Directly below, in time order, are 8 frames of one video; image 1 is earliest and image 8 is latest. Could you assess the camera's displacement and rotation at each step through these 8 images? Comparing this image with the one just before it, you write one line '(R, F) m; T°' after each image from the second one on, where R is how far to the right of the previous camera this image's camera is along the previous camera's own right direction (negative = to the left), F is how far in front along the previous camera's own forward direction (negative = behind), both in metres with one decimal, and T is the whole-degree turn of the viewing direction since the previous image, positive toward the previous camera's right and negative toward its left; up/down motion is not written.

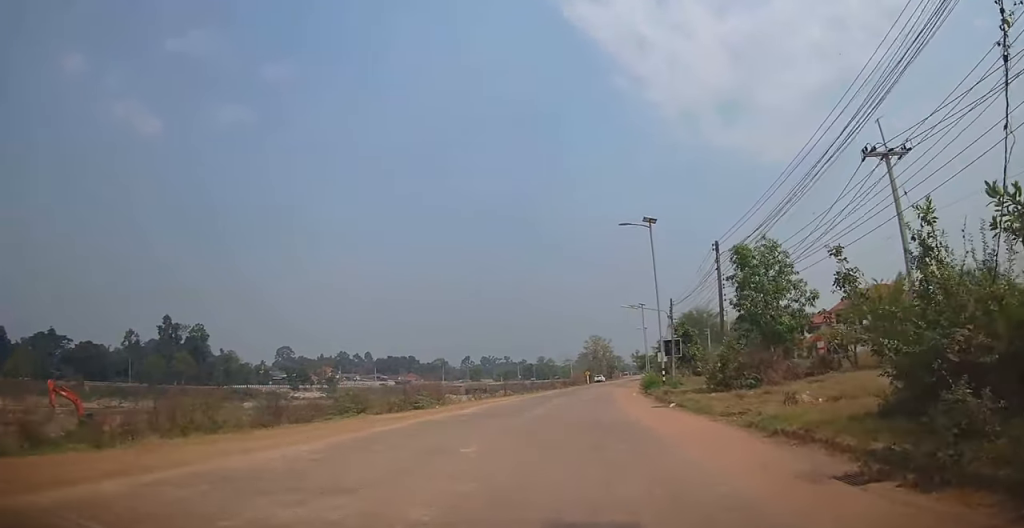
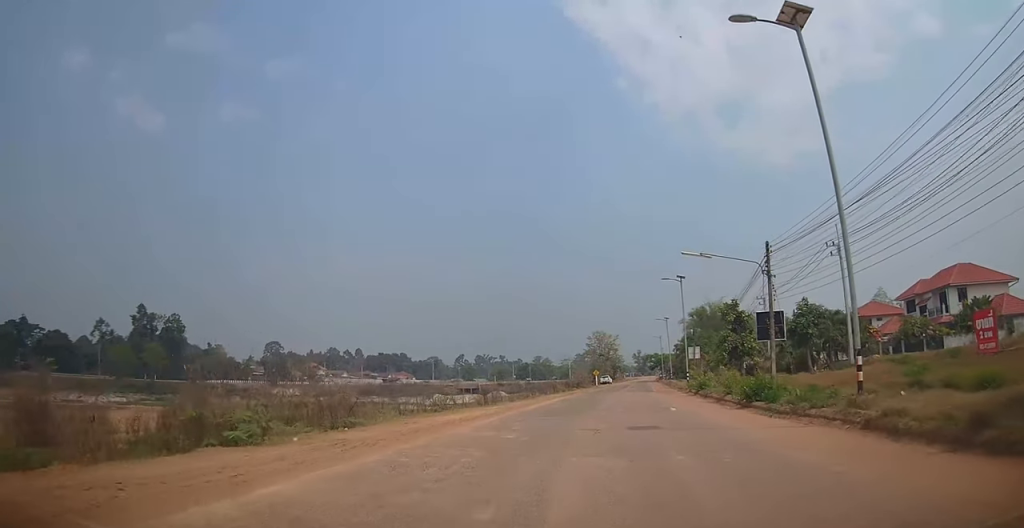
(-0.2, +18.4) m; +3°
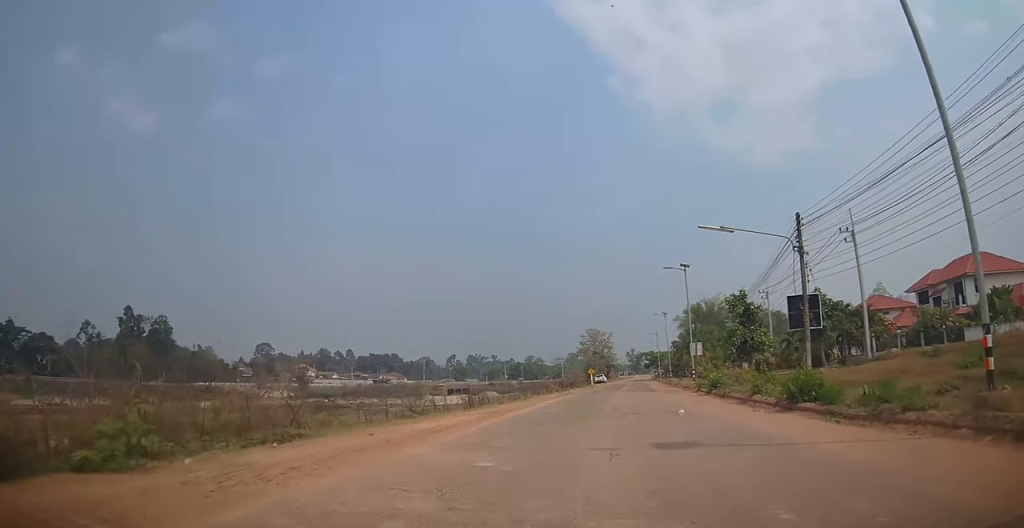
(0.0, +4.1) m; 0°
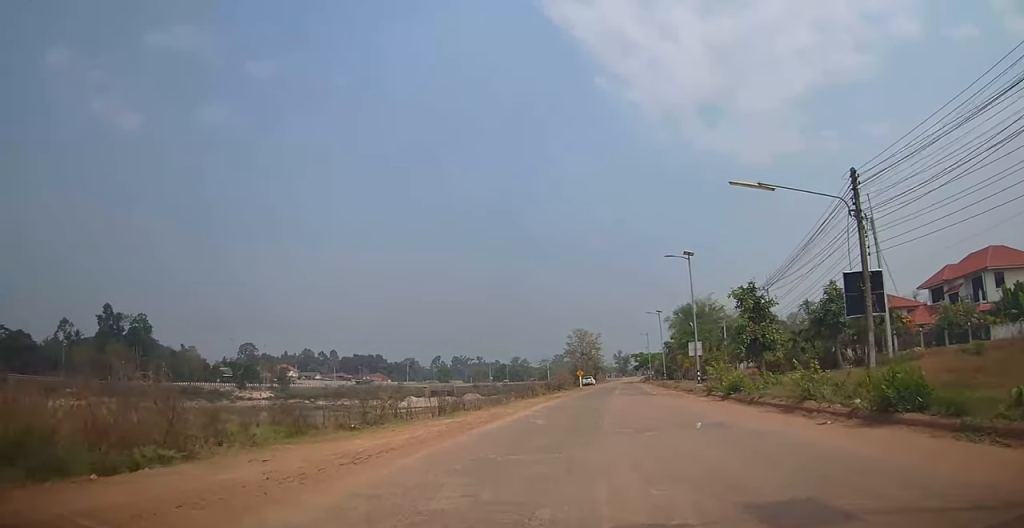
(0.0, +5.2) m; 0°
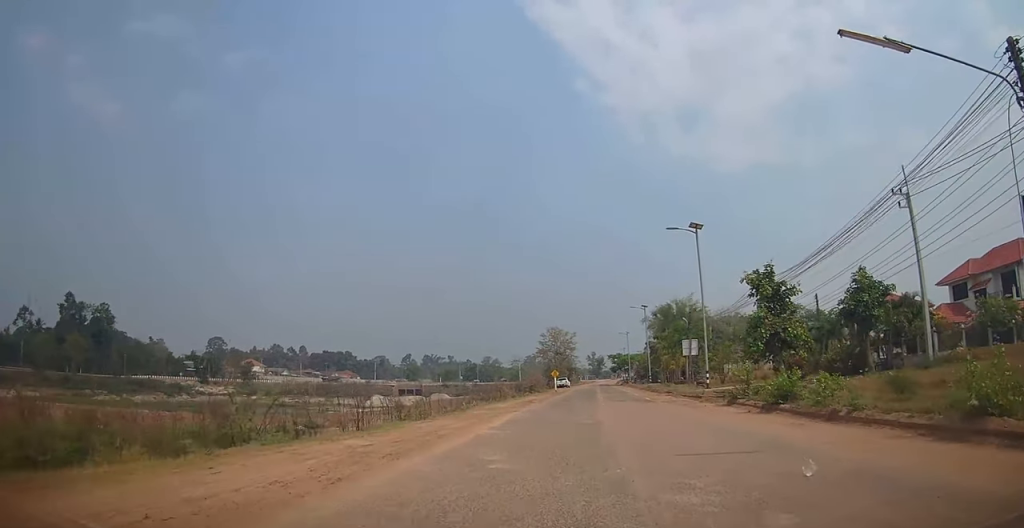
(0.0, +7.8) m; 0°
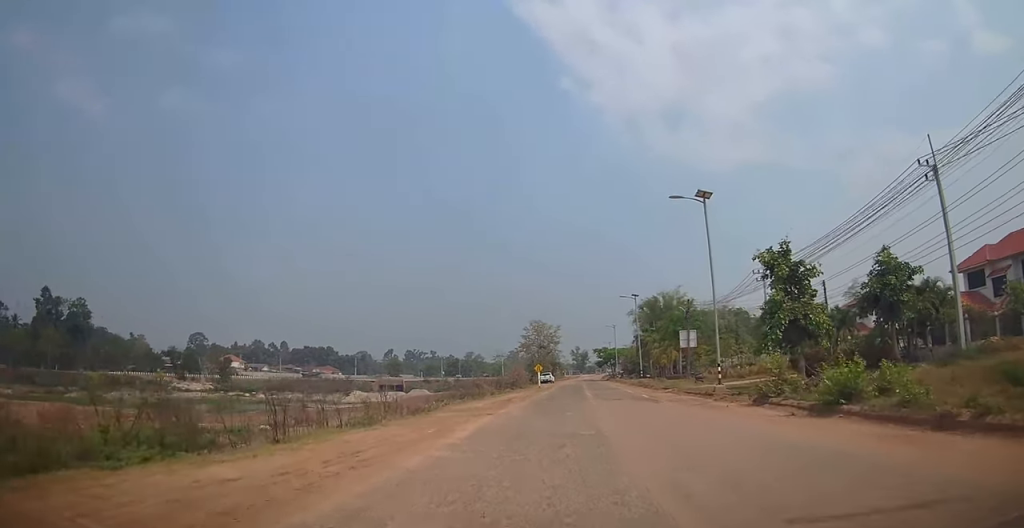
(0.0, +4.5) m; 0°
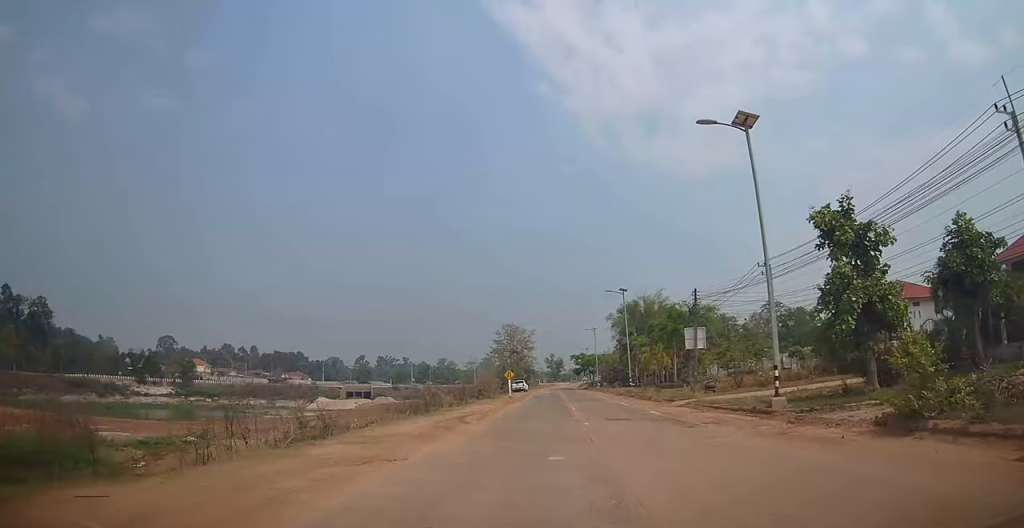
(0.0, +8.4) m; +6°
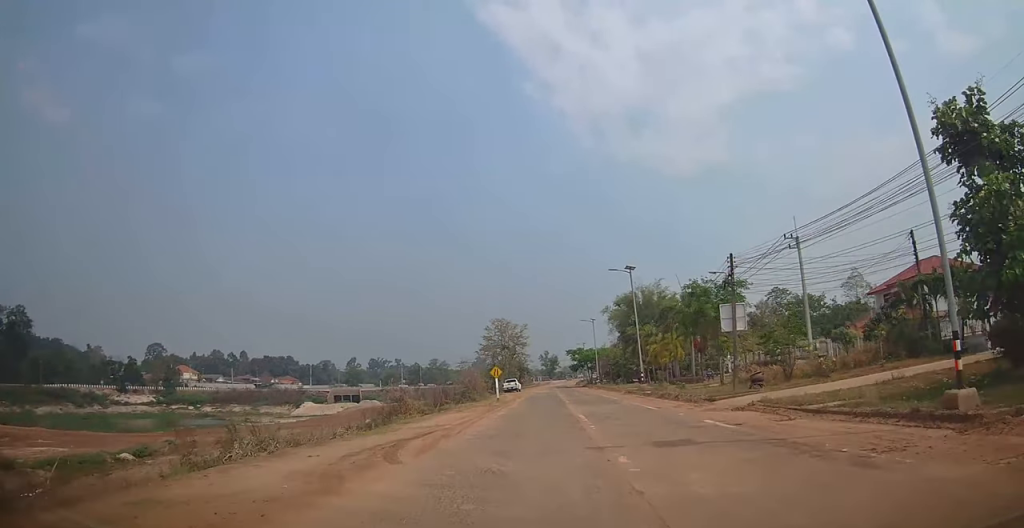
(+0.8, +8.2) m; 0°
